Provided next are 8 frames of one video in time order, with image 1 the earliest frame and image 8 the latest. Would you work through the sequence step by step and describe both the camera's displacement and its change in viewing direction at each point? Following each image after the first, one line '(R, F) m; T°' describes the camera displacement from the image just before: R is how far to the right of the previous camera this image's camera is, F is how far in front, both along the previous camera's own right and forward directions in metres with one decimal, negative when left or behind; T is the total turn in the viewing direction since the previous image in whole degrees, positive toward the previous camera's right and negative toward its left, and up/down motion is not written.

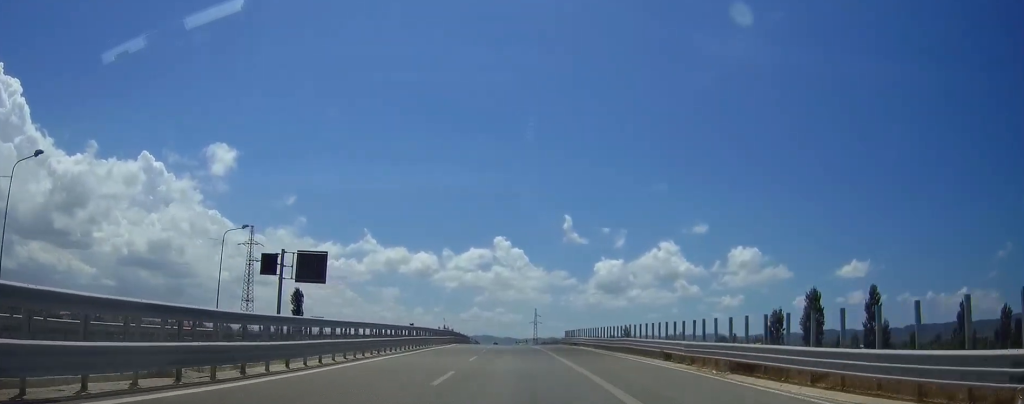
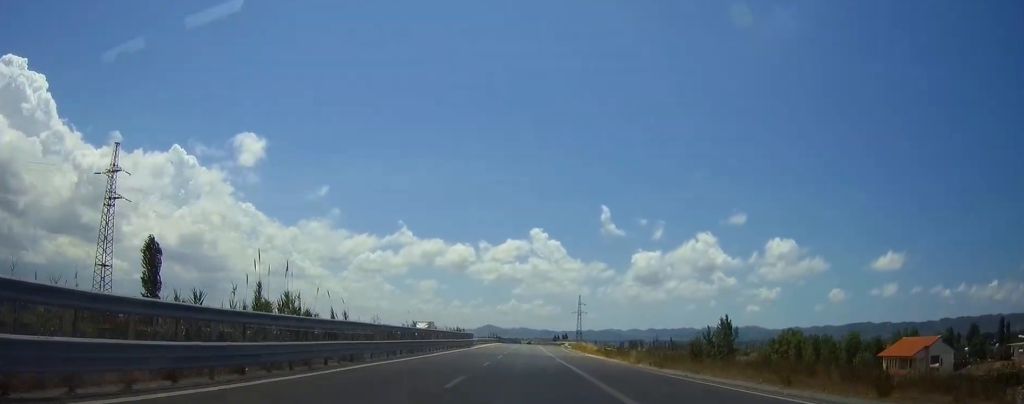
(-2.1, +74.1) m; -3°
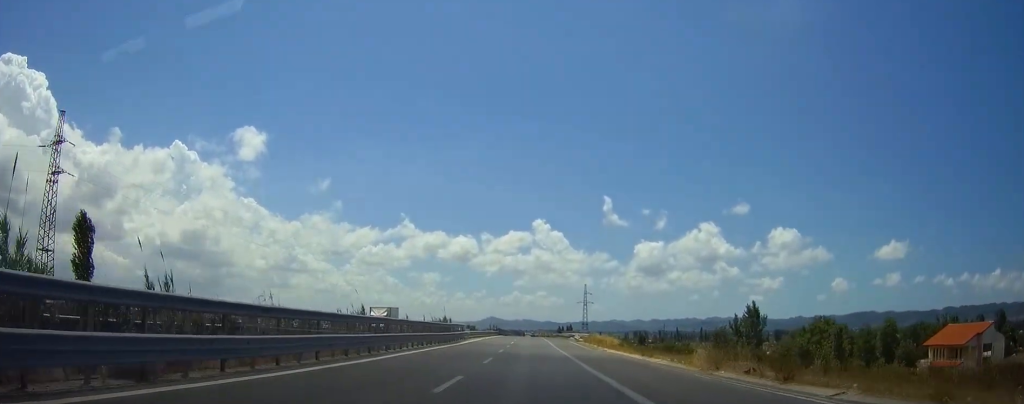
(-0.1, +16.0) m; 0°
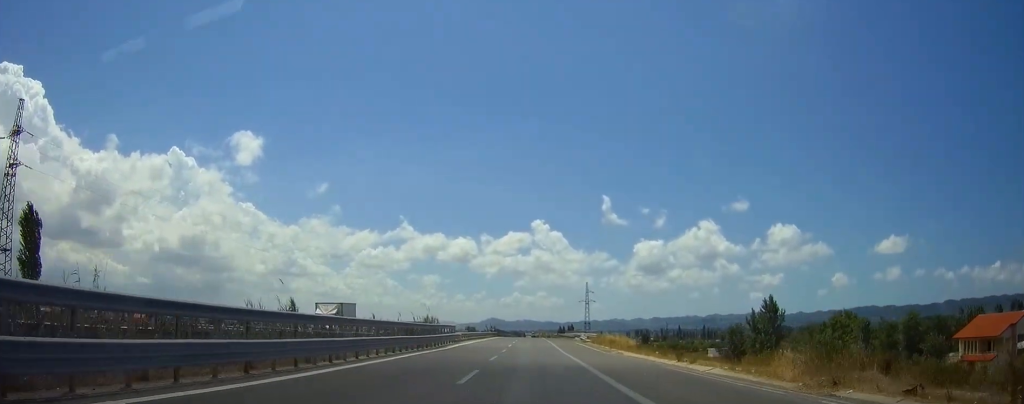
(0.0, +9.6) m; 0°
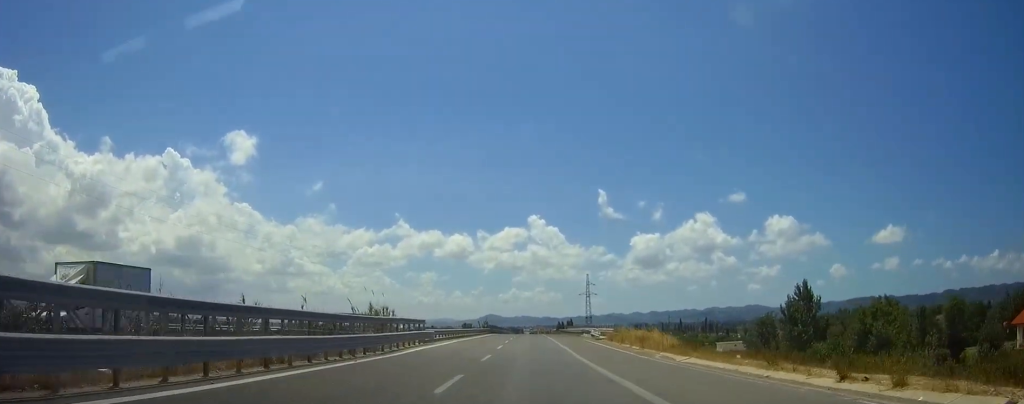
(+0.1, +16.6) m; 0°
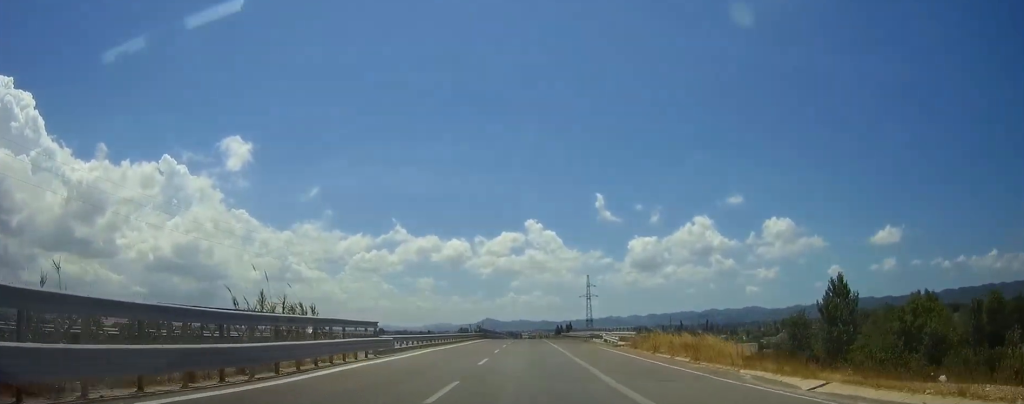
(0.0, +13.3) m; 0°
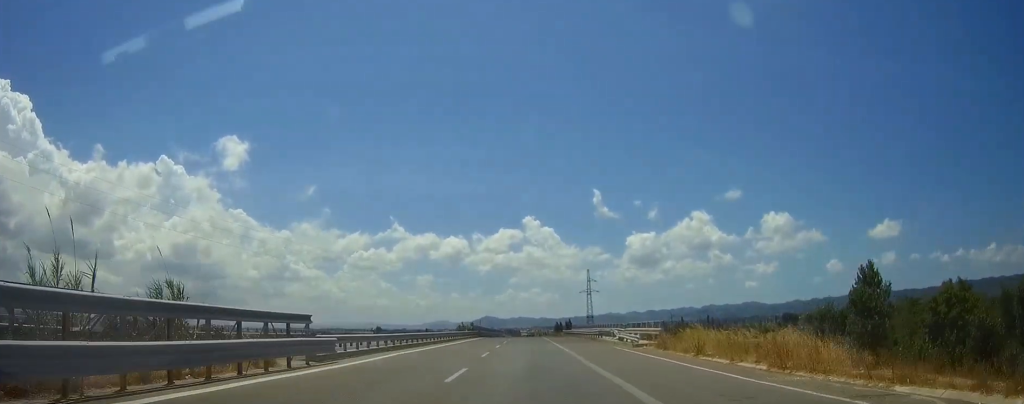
(0.0, +9.4) m; 0°
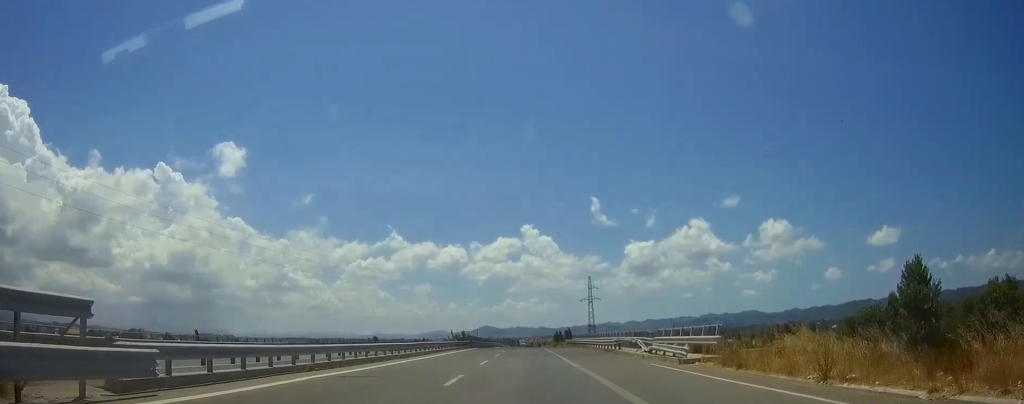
(0.0, +11.6) m; 0°
